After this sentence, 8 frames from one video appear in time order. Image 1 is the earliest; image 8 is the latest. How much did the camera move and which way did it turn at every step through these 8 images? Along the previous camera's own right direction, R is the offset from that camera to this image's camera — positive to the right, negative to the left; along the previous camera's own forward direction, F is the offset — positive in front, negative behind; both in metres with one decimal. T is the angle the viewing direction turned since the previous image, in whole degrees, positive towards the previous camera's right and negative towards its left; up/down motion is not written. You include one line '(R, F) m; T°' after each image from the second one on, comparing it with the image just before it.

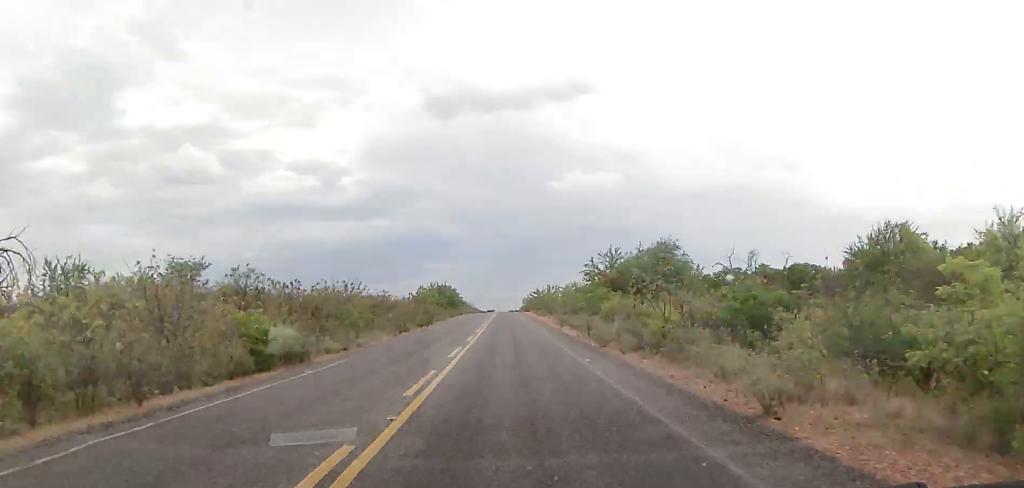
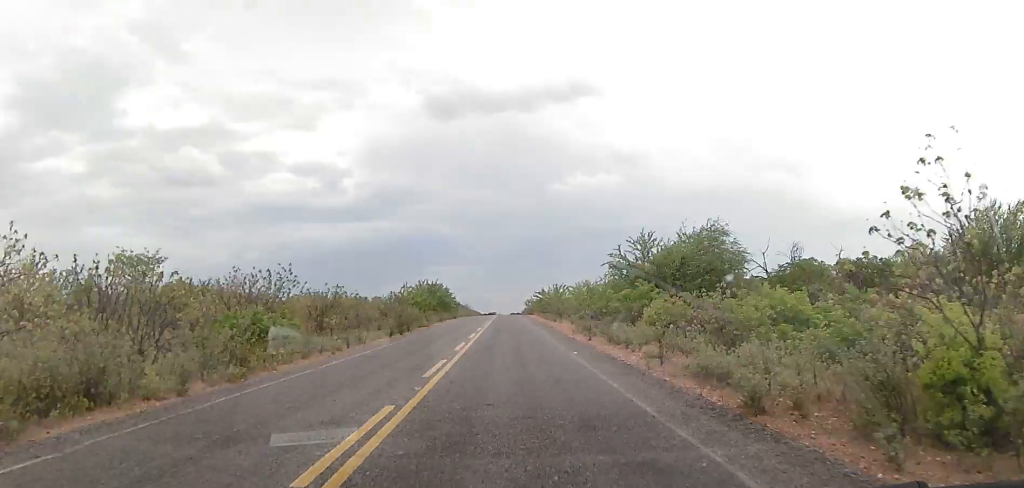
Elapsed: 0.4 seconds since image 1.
(+0.1, +12.7) m; 0°
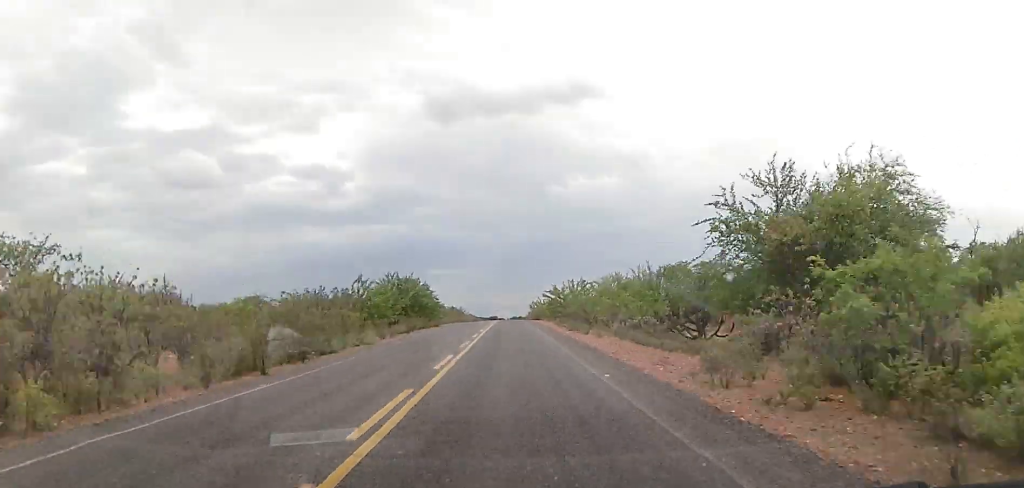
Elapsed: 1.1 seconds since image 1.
(0.0, +21.2) m; -1°
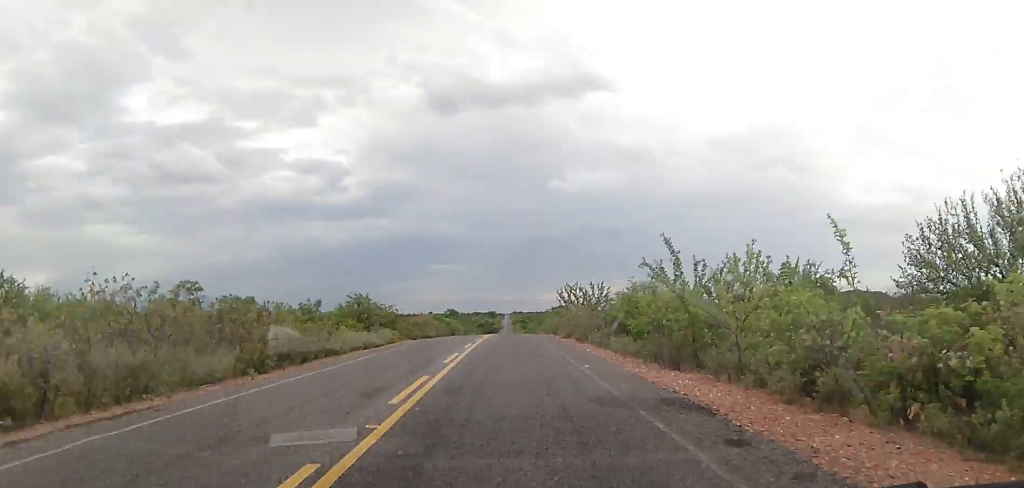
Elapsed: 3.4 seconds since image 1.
(-0.3, +74.7) m; 0°
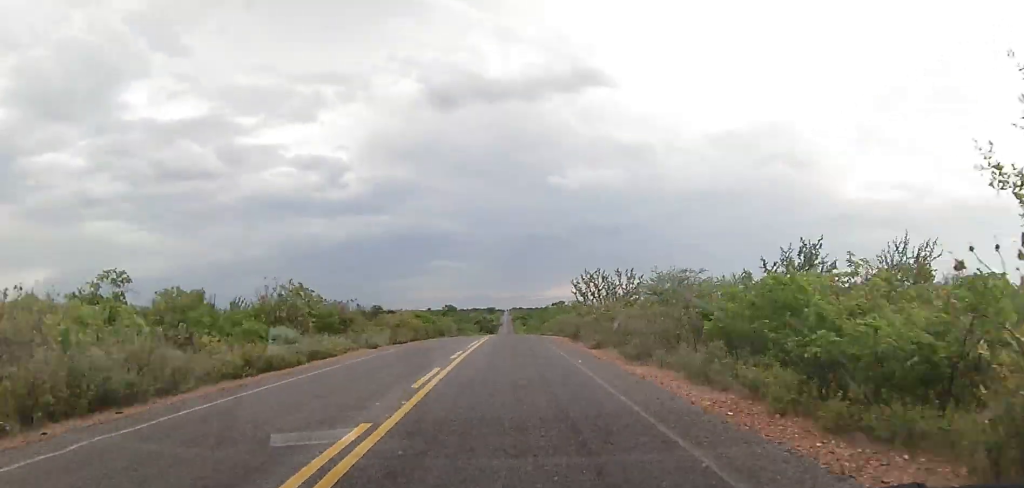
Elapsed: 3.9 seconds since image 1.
(-0.2, +13.4) m; 0°
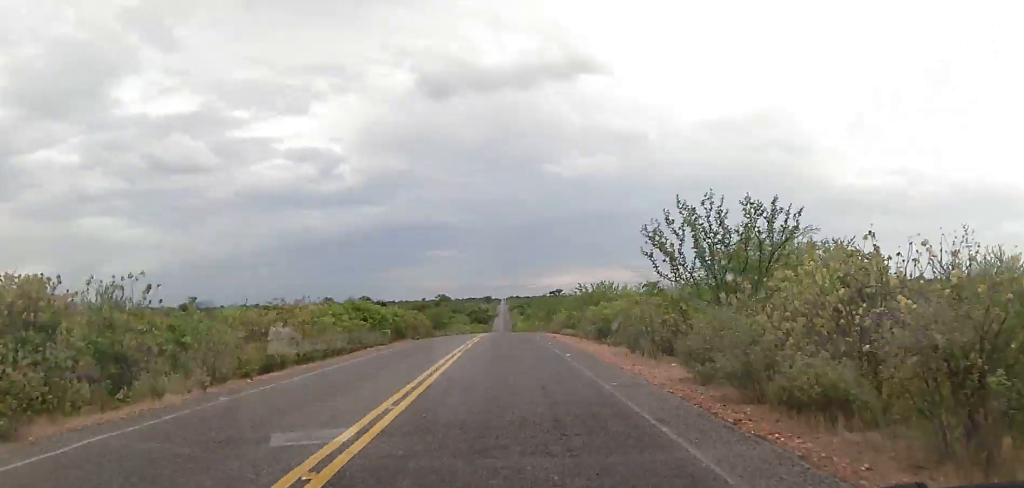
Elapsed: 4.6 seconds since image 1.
(-0.2, +23.7) m; 0°
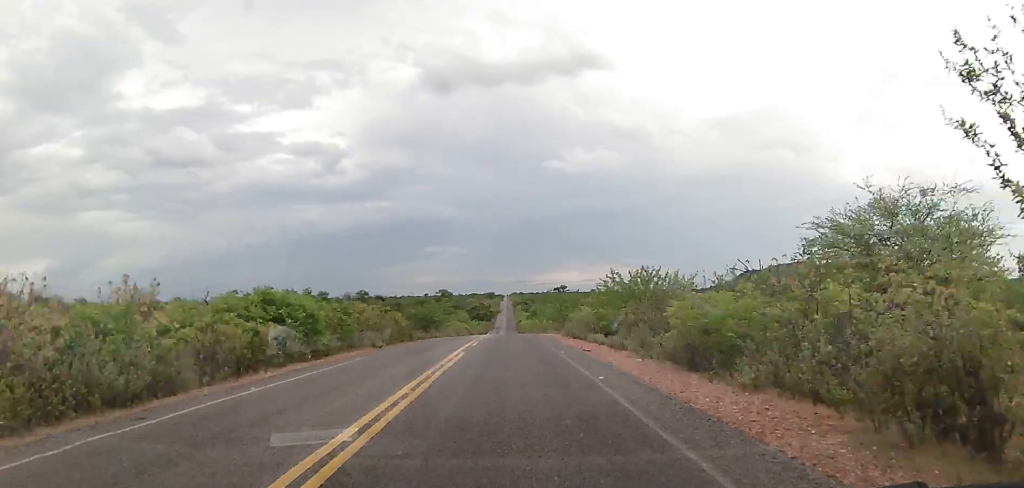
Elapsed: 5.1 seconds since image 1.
(0.0, +14.4) m; 0°
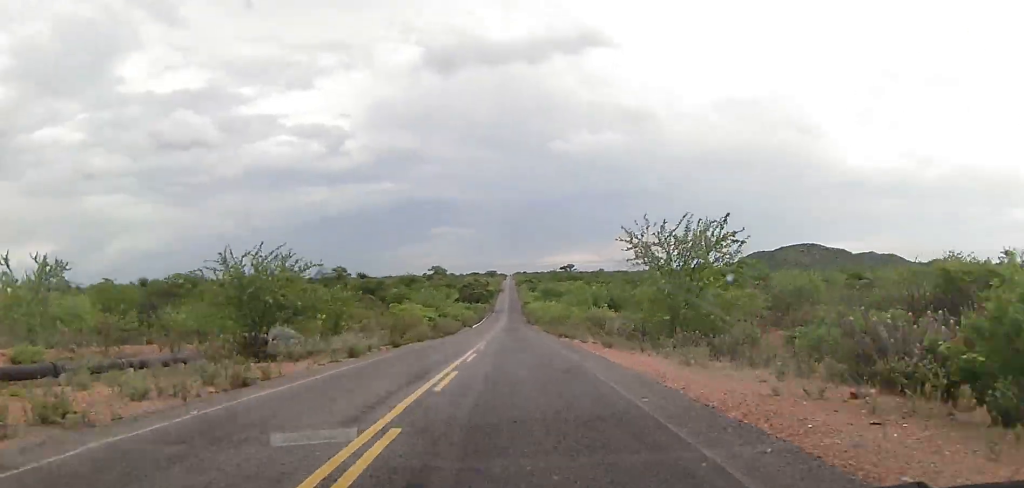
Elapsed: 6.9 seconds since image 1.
(+0.3, +54.7) m; 0°
